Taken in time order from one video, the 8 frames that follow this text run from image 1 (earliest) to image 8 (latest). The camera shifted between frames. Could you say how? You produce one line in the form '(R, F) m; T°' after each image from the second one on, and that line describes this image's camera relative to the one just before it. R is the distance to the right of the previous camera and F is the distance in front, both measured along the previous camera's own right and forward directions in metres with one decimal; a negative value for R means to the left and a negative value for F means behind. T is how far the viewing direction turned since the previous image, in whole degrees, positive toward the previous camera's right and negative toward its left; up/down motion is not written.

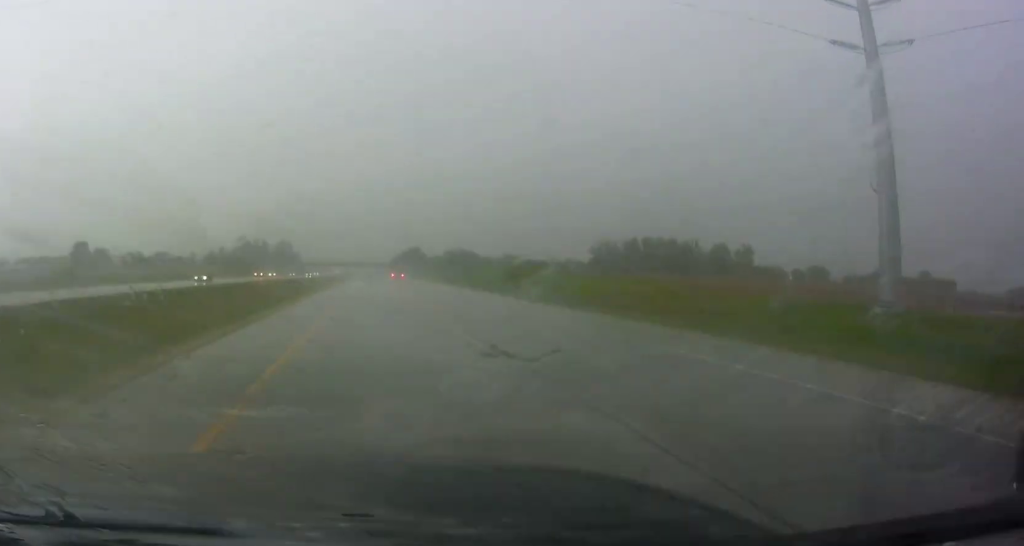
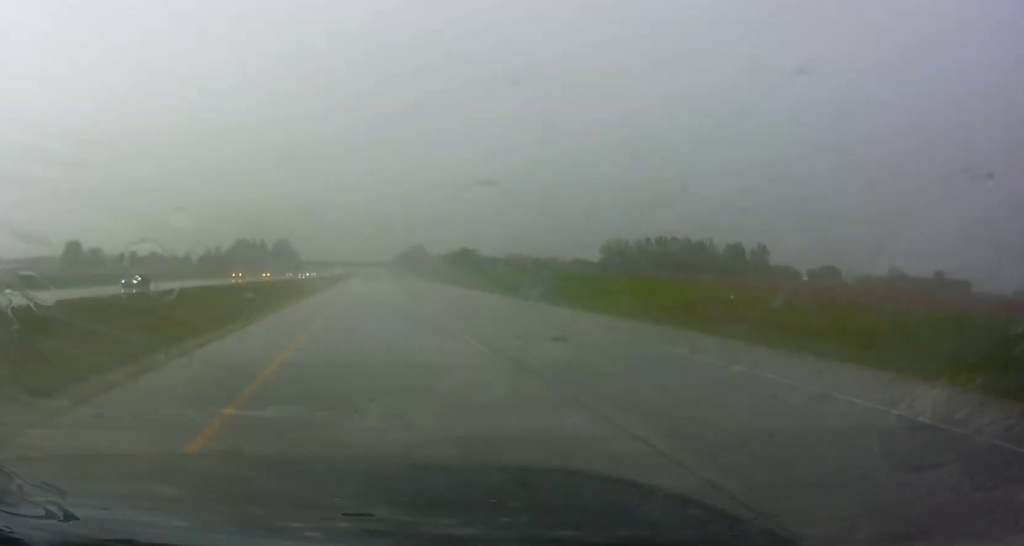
(0.0, +15.7) m; 0°
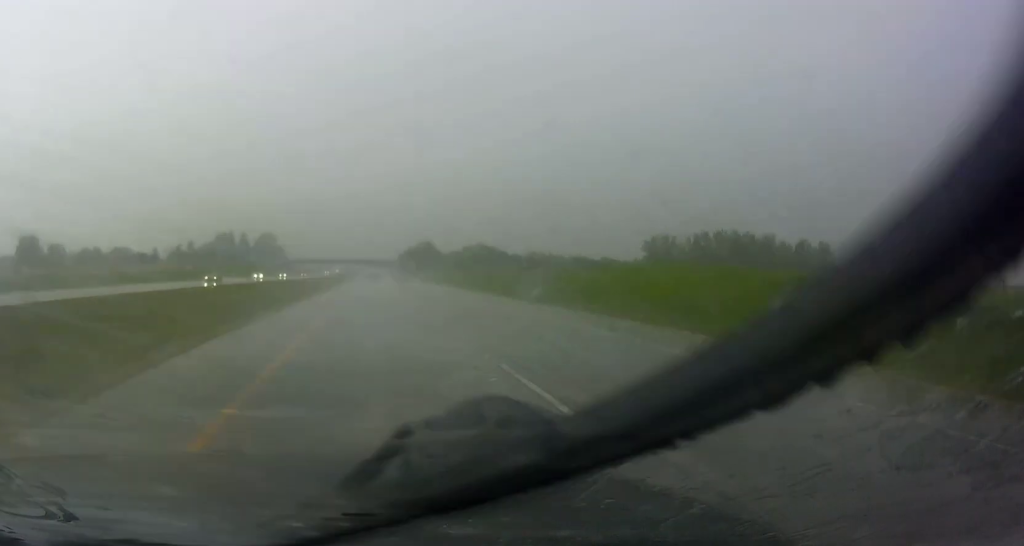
(-0.9, +65.6) m; 0°
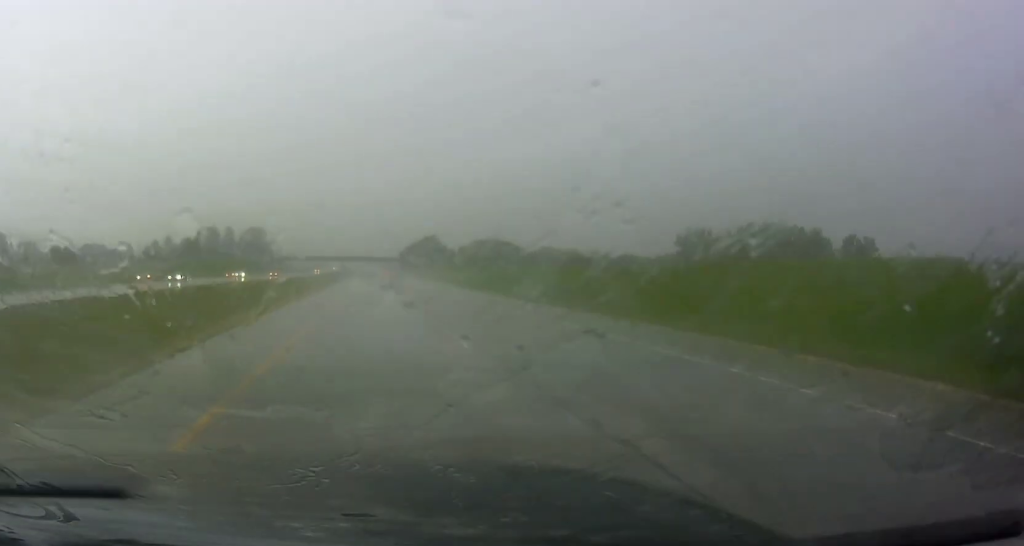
(+0.3, +37.9) m; 0°
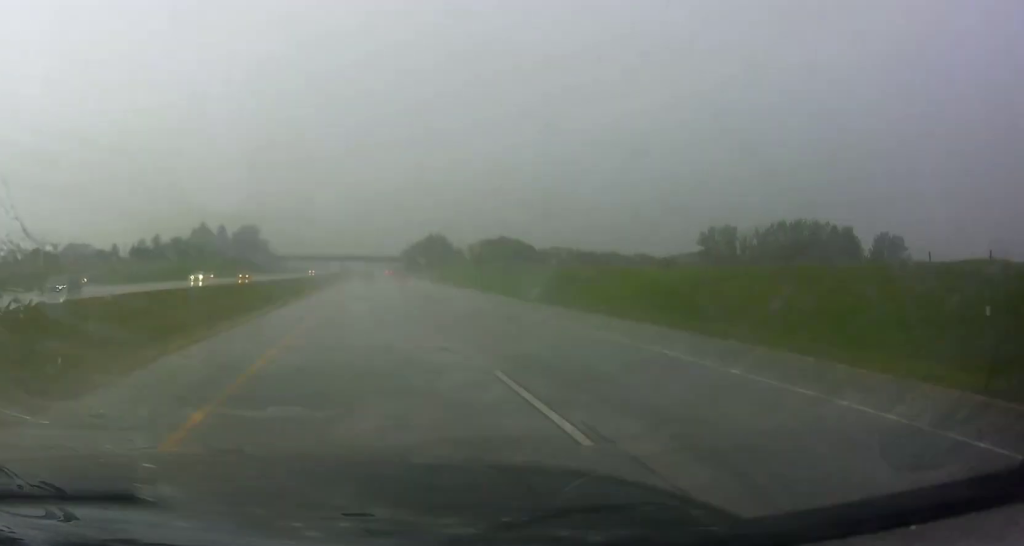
(0.0, +22.7) m; 0°
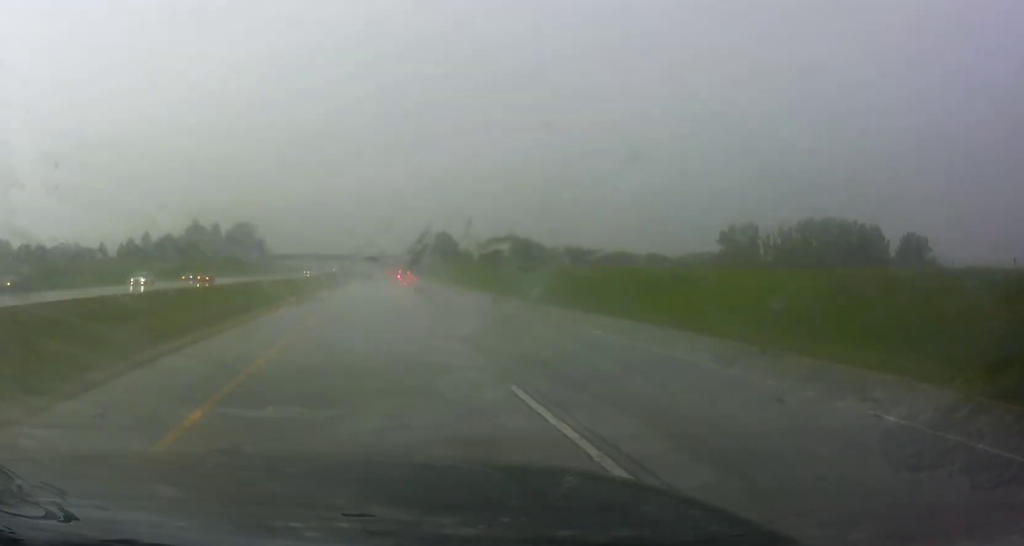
(0.0, +15.8) m; 0°
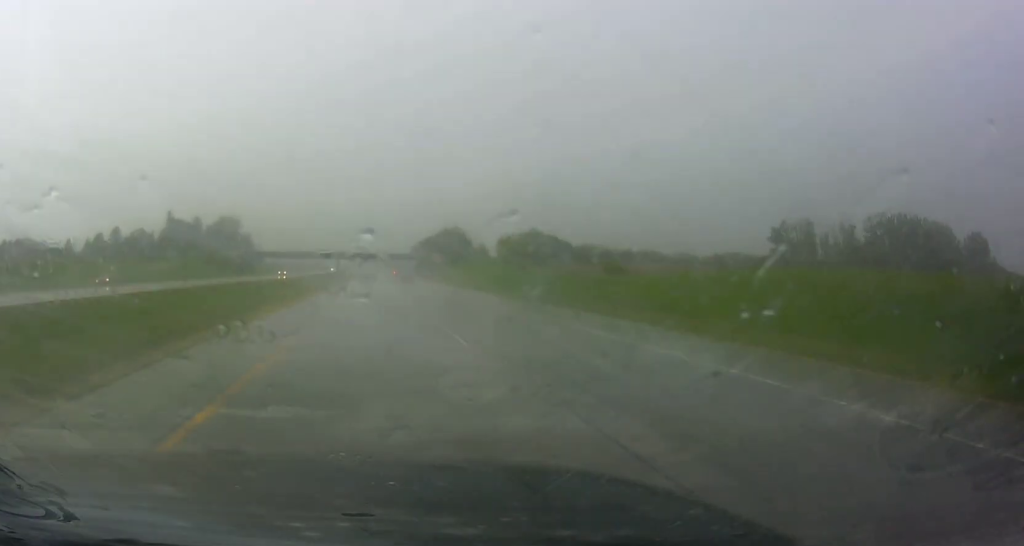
(0.0, +37.0) m; 0°
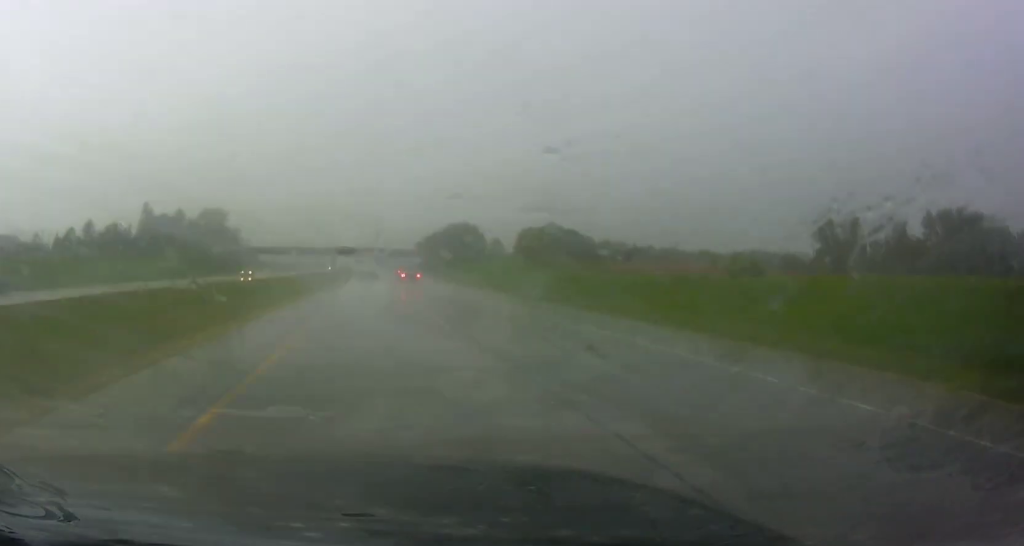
(0.0, +26.6) m; 0°
